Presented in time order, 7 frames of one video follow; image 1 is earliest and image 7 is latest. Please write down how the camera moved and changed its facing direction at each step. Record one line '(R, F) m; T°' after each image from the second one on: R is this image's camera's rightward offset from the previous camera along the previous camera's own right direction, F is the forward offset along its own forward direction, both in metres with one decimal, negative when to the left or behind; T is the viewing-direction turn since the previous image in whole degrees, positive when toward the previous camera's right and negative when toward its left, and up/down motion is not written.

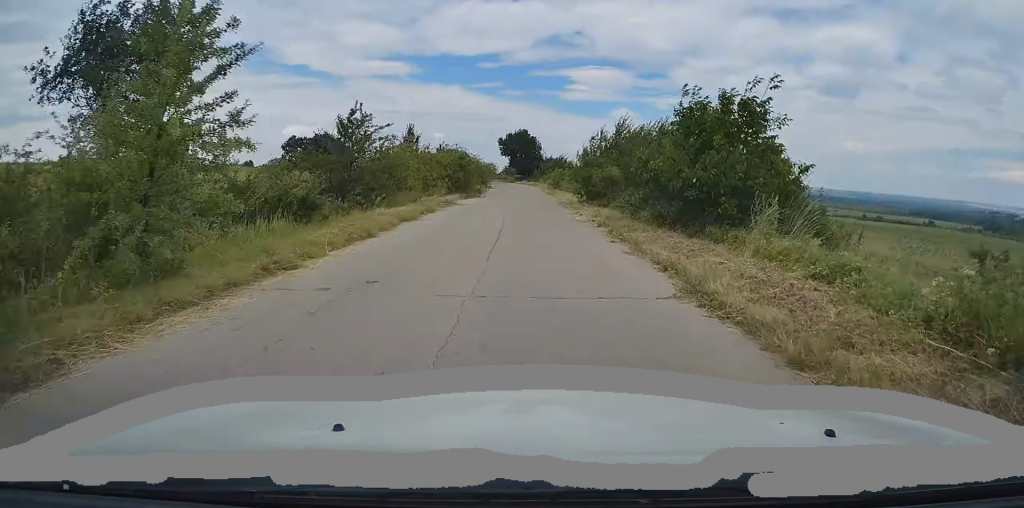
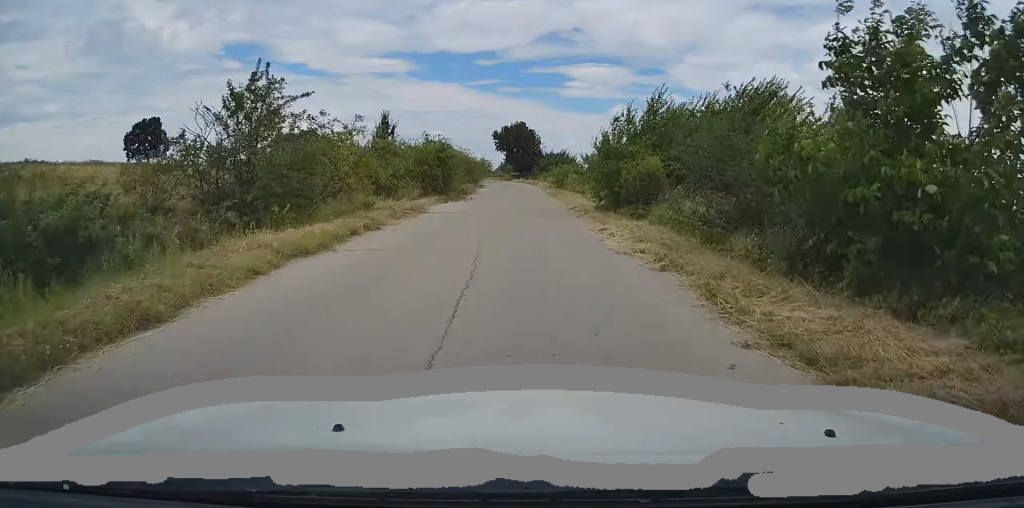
(0.0, +8.0) m; 0°
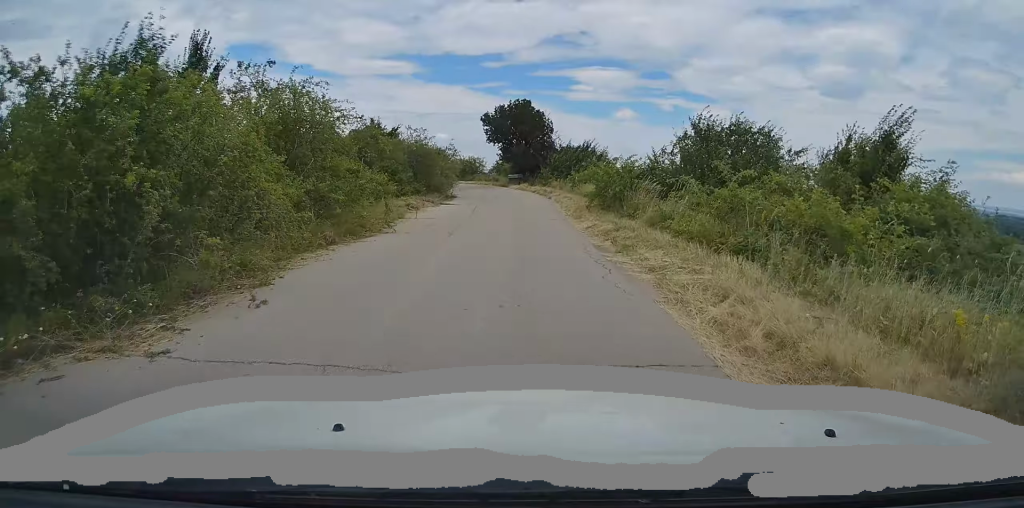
(+0.1, +23.9) m; -1°
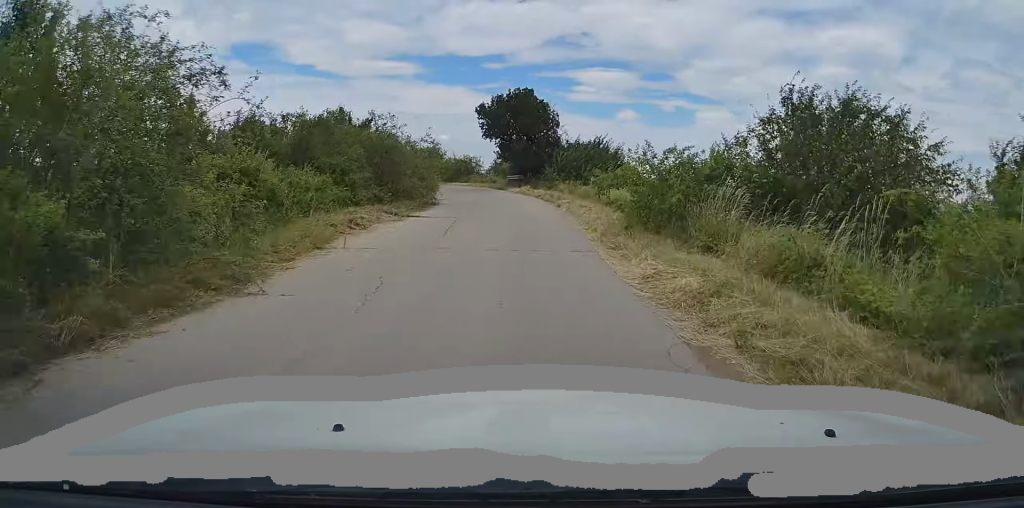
(0.0, +6.8) m; -1°
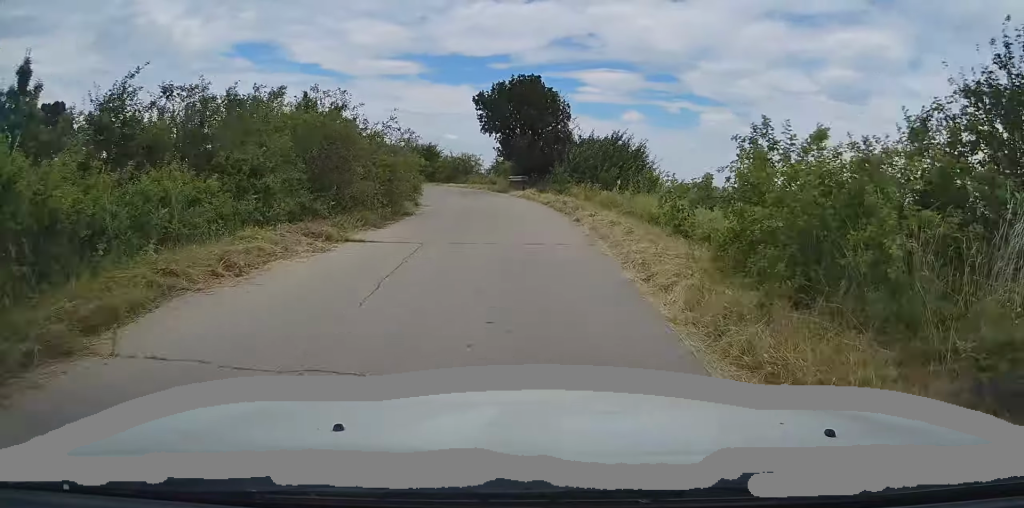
(0.0, +6.3) m; -1°
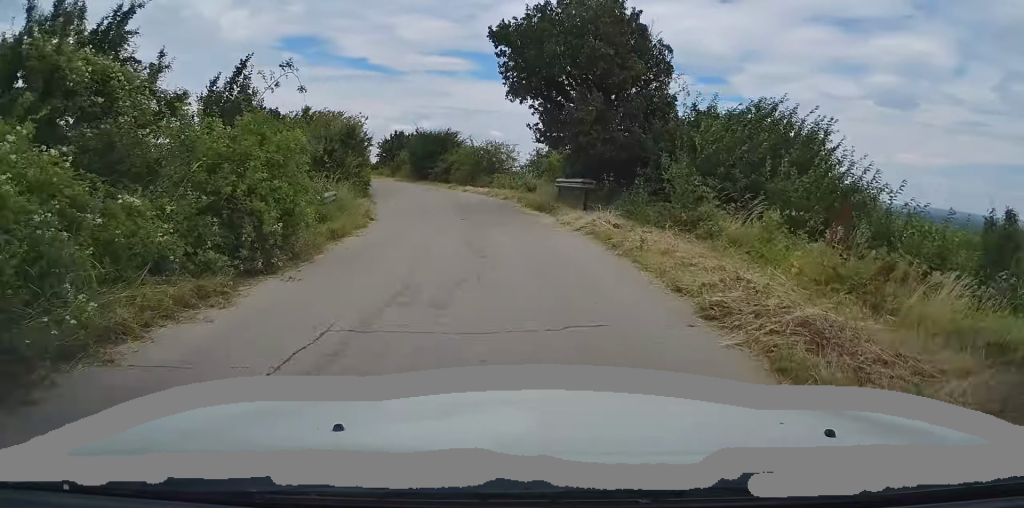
(-0.6, +18.0) m; -5°
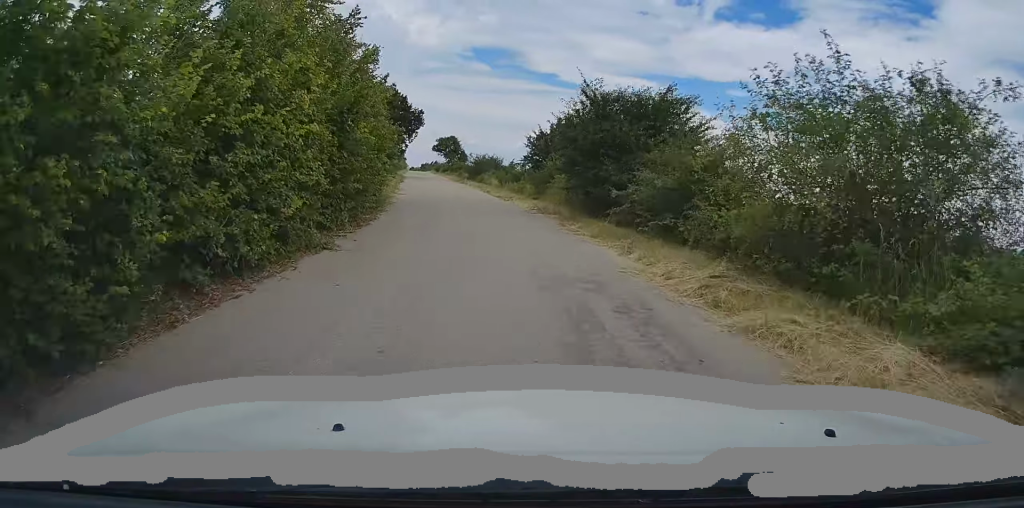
(-3.5, +28.9) m; -15°
